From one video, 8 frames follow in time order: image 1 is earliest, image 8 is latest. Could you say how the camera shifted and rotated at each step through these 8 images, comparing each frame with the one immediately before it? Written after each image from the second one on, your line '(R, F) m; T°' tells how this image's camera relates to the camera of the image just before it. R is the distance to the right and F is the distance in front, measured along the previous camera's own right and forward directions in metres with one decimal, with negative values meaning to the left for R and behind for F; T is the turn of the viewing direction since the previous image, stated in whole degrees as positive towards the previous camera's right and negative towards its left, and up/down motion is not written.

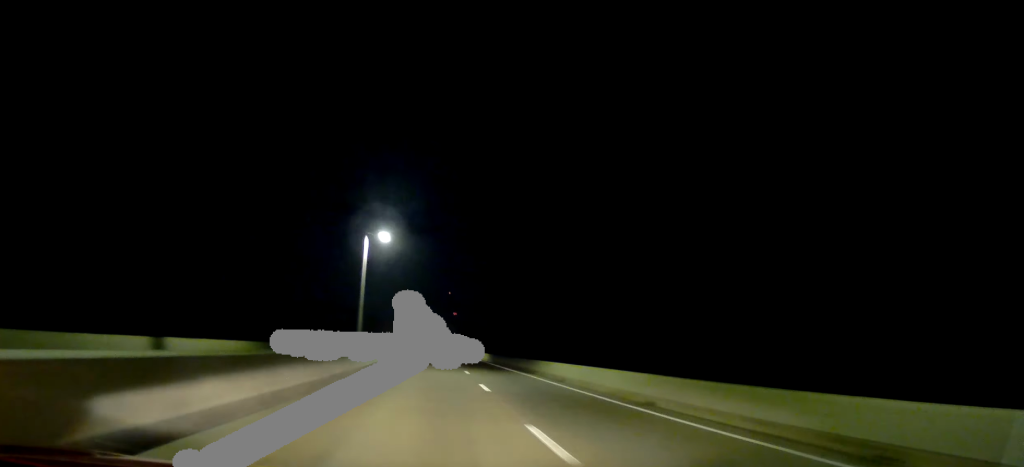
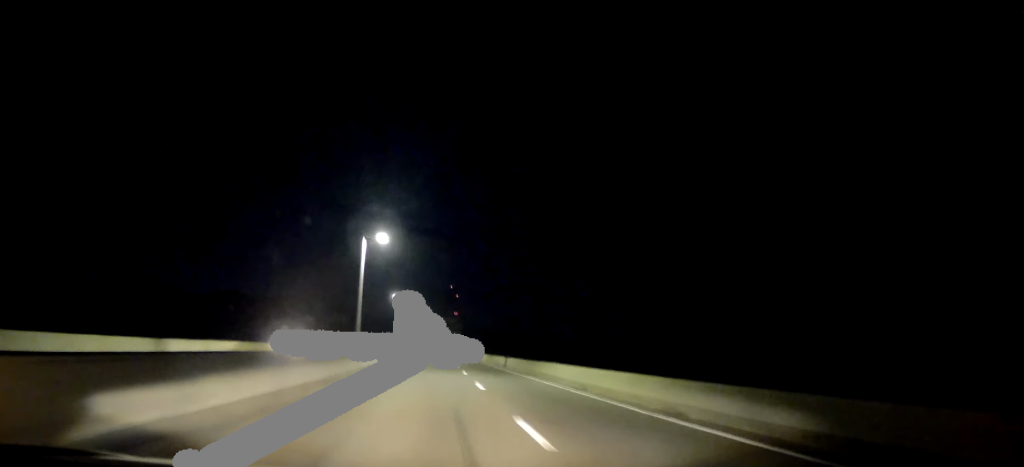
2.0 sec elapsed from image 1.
(+1.1, +60.2) m; +1°
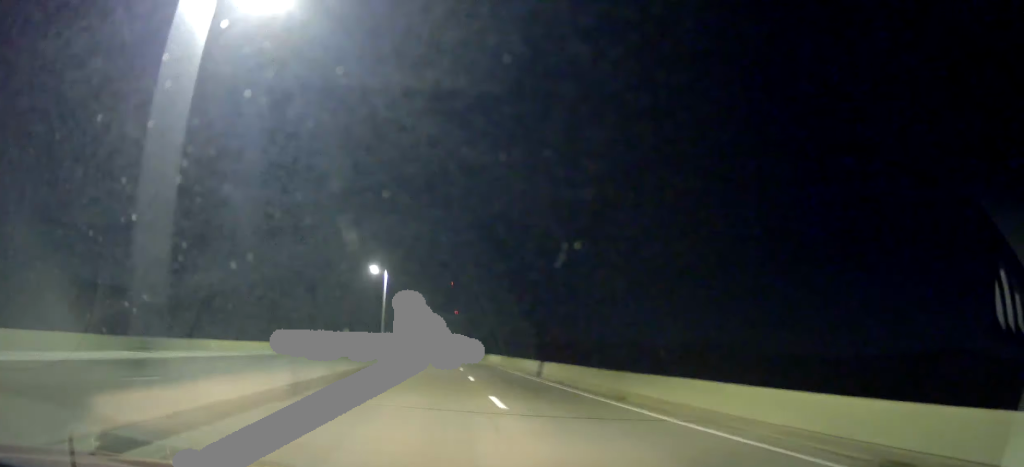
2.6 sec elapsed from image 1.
(+0.1, +18.9) m; 0°
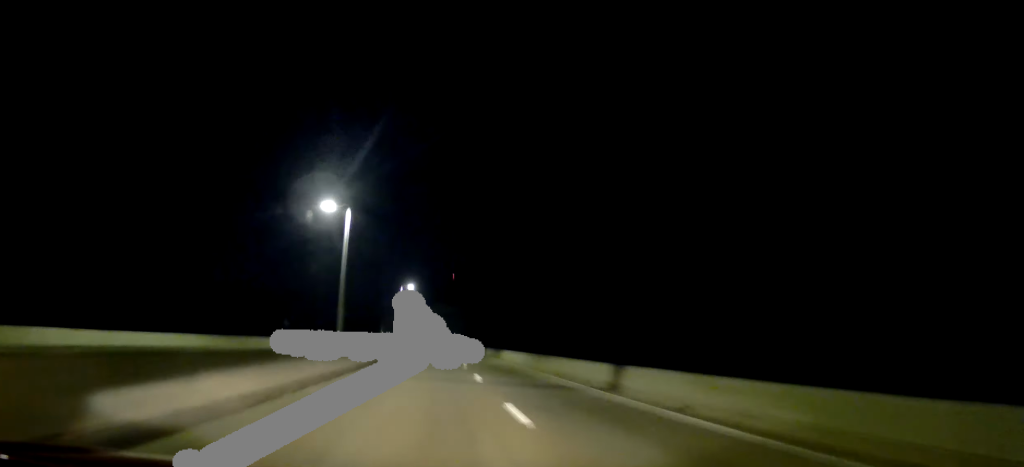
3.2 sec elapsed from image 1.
(-0.1, +15.9) m; 0°
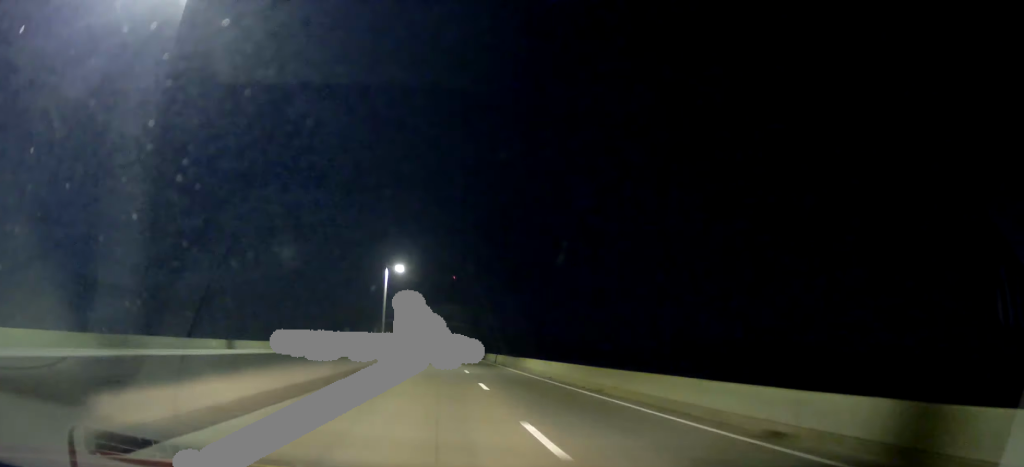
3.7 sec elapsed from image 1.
(-0.2, +14.9) m; 0°
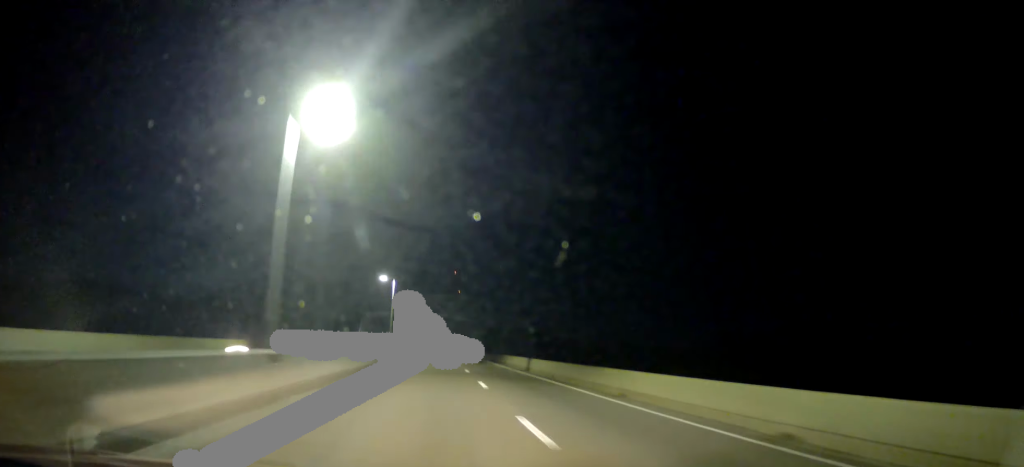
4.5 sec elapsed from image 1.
(+0.1, +23.8) m; 0°
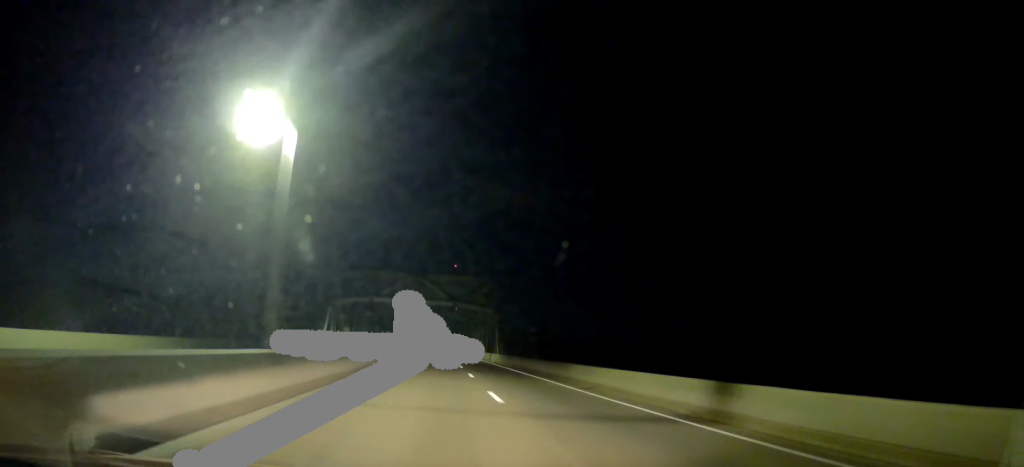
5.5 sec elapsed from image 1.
(-0.1, +30.8) m; -1°
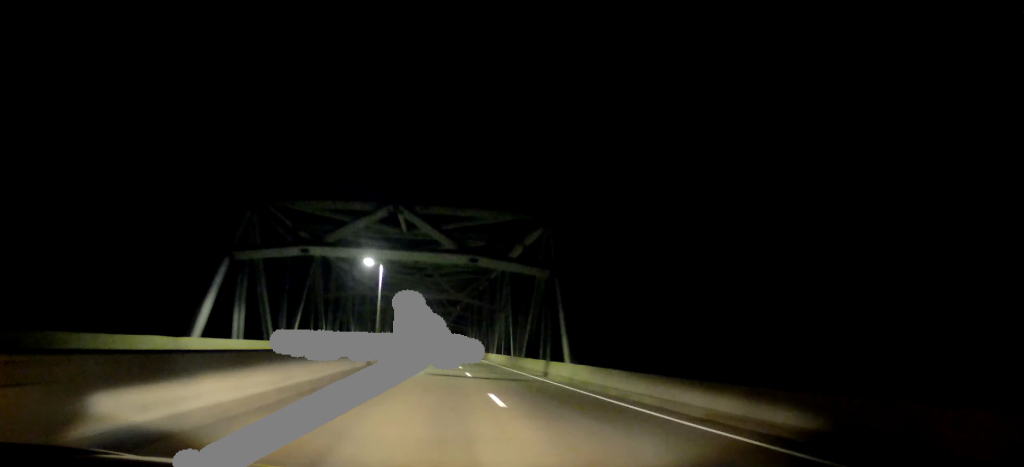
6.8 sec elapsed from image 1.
(-0.8, +37.6) m; 0°
